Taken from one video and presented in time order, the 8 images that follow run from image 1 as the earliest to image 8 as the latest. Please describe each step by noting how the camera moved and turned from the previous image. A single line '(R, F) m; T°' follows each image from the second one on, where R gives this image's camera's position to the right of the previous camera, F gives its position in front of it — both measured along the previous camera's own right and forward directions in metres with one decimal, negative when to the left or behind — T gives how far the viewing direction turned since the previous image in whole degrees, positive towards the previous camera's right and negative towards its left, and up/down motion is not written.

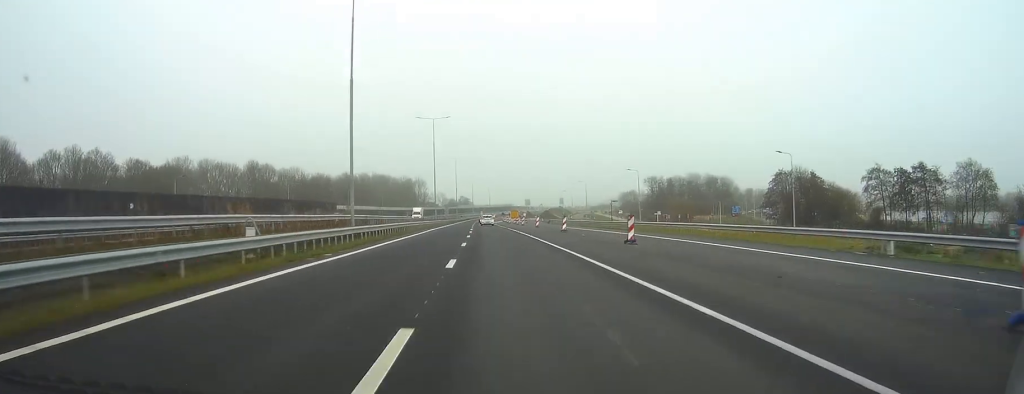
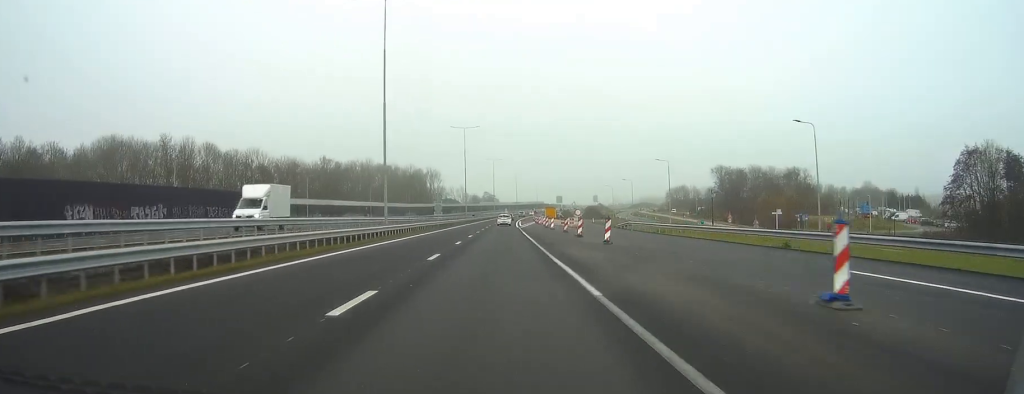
(-0.8, +69.3) m; -1°
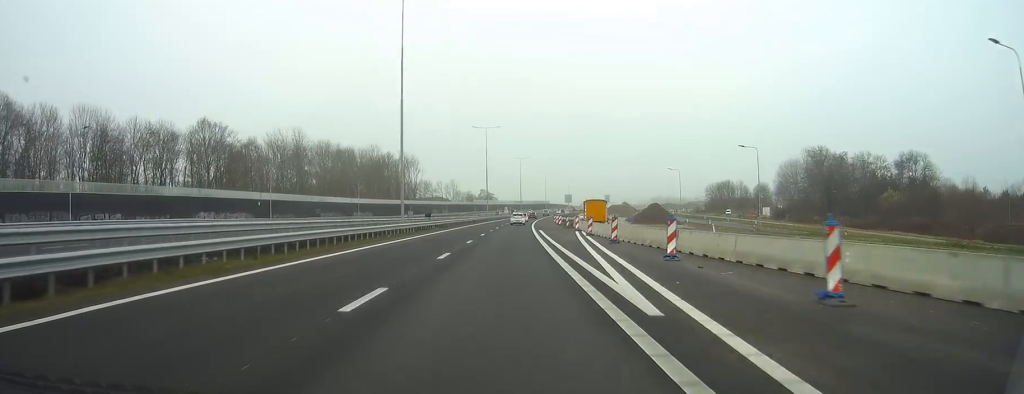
(-0.7, +84.8) m; 0°
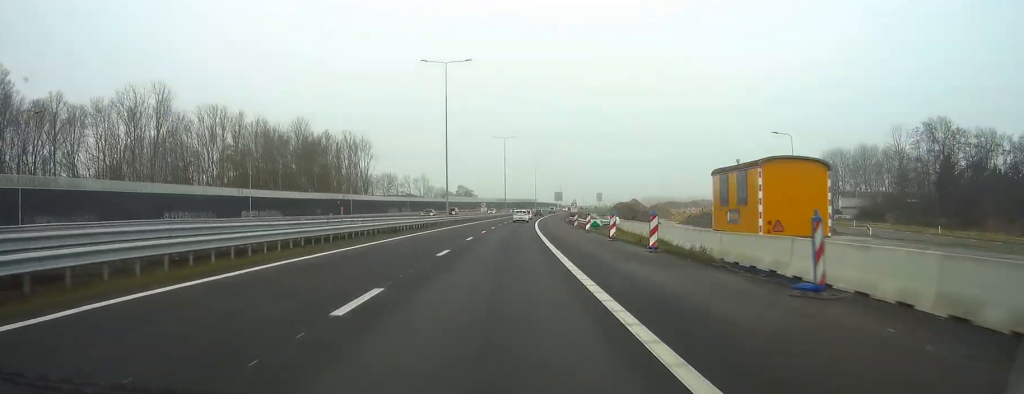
(+0.2, +60.0) m; +1°
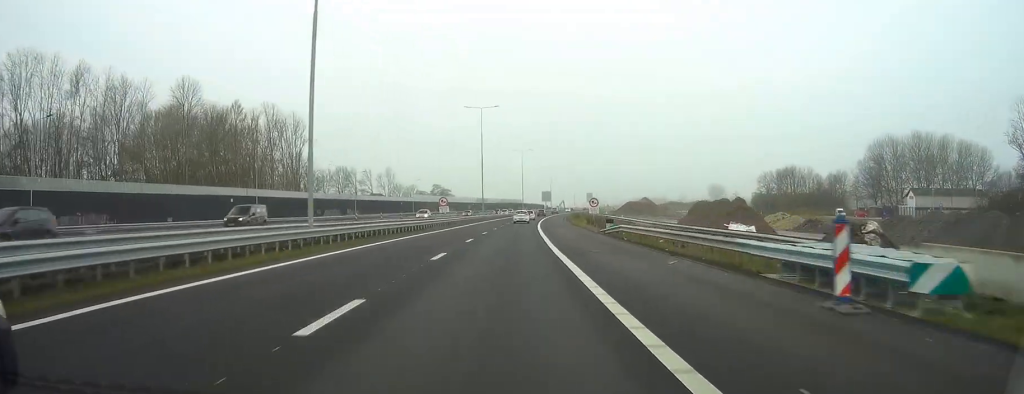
(+0.5, +49.8) m; +1°
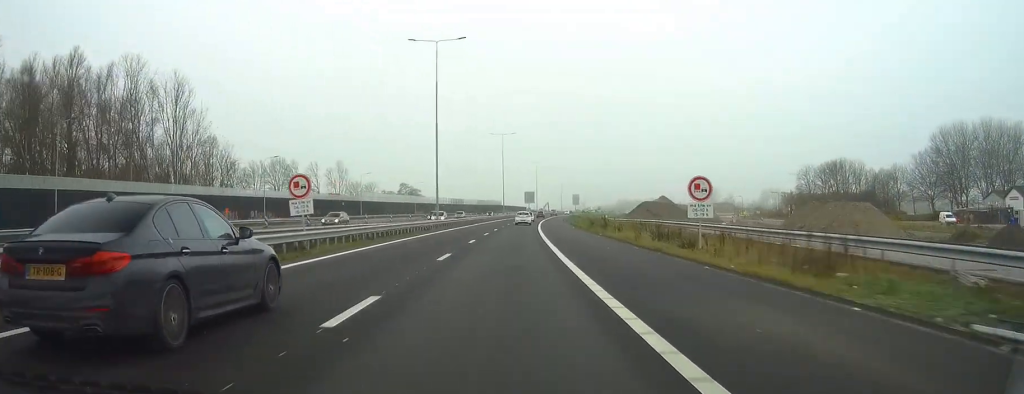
(+0.5, +47.6) m; +1°
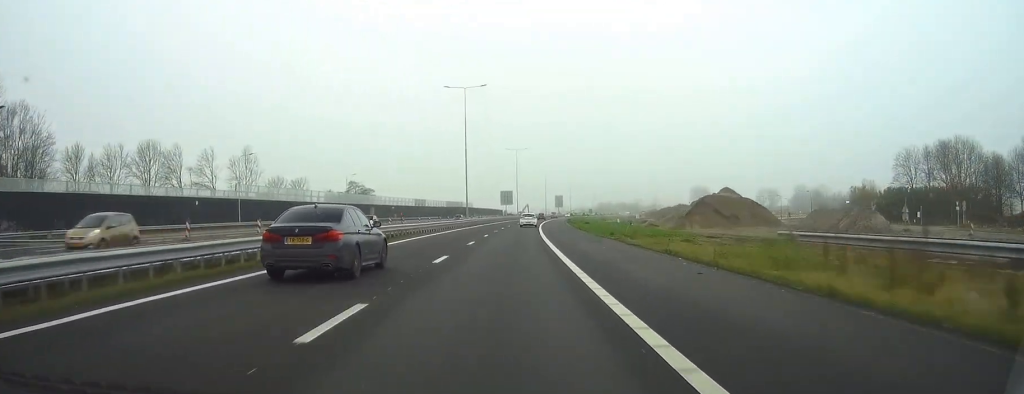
(+0.8, +61.1) m; +2°
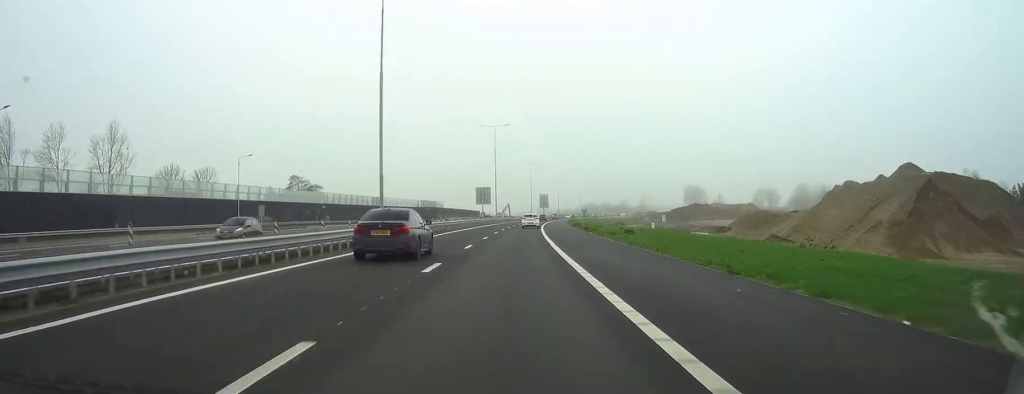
(+0.6, +51.2) m; +2°
